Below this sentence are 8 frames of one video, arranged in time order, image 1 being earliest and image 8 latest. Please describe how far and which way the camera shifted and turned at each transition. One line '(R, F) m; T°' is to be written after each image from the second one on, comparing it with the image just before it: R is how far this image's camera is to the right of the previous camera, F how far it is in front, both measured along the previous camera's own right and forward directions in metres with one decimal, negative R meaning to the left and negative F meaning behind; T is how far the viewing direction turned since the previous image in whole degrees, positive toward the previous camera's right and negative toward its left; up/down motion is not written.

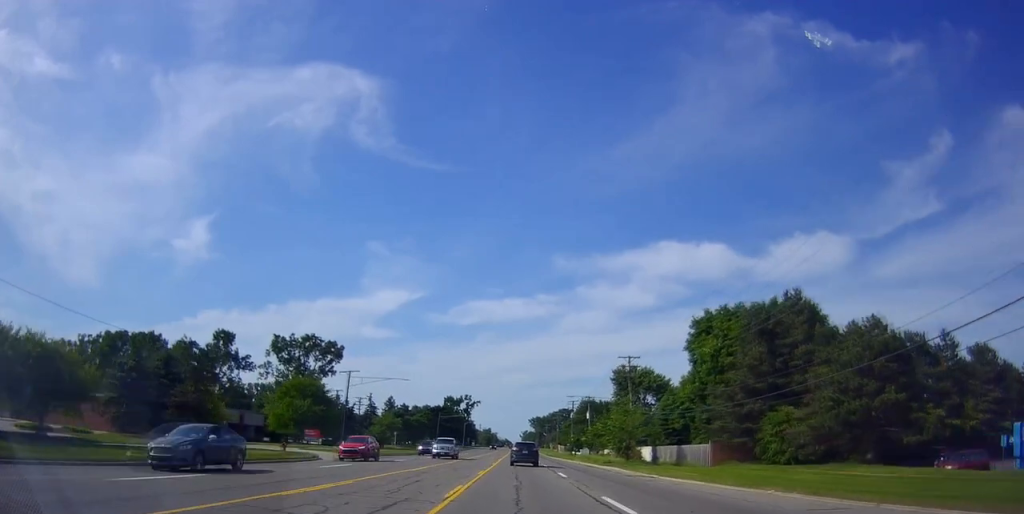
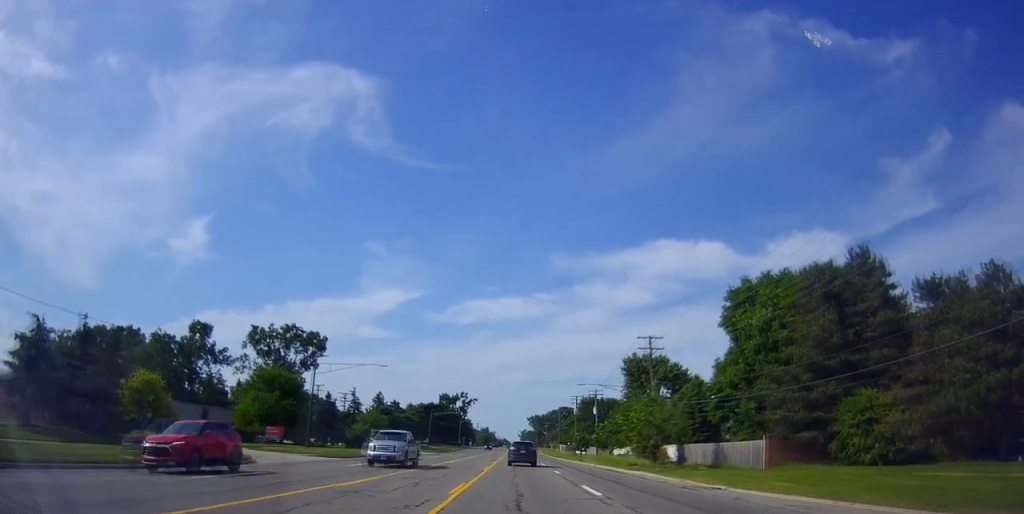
(+0.4, +11.0) m; 0°
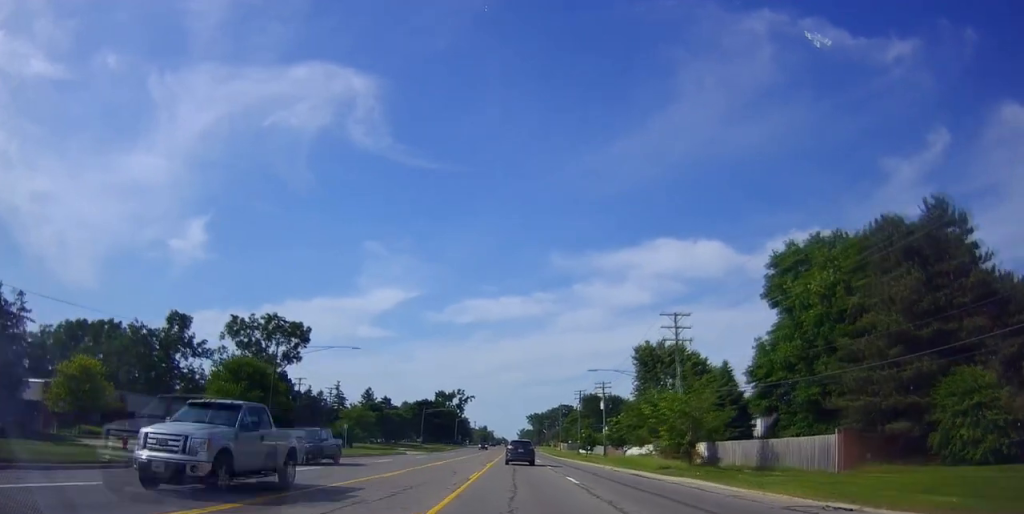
(+0.1, +9.2) m; 0°
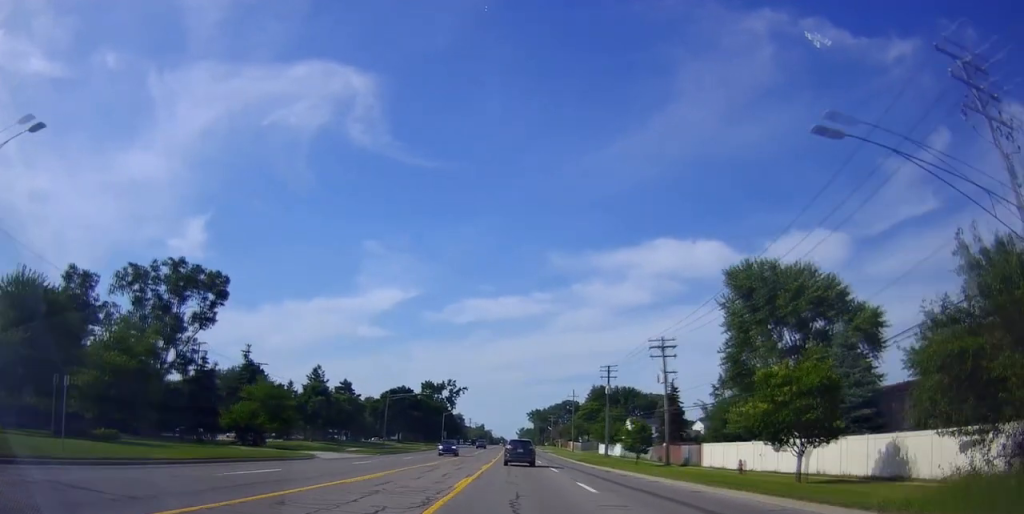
(-0.1, +35.5) m; +1°
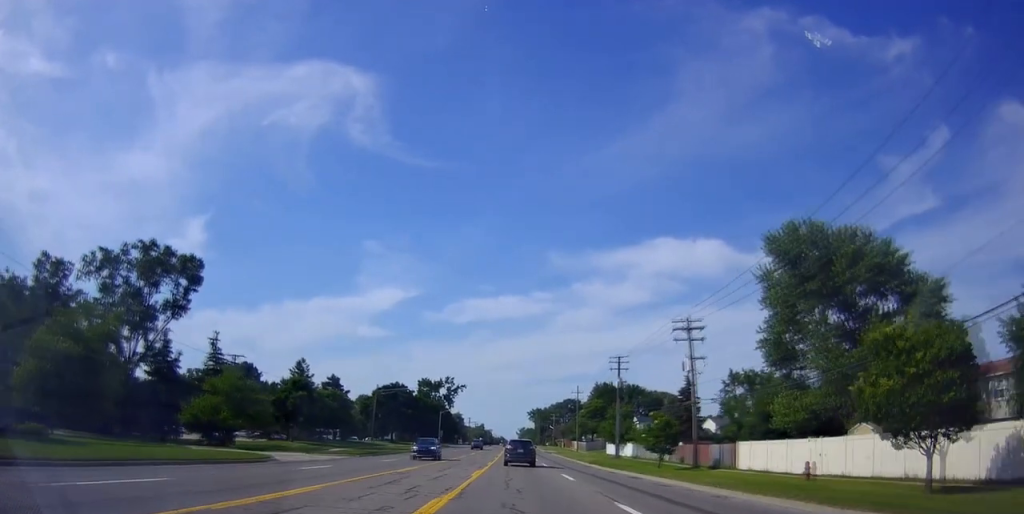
(0.0, +8.1) m; 0°
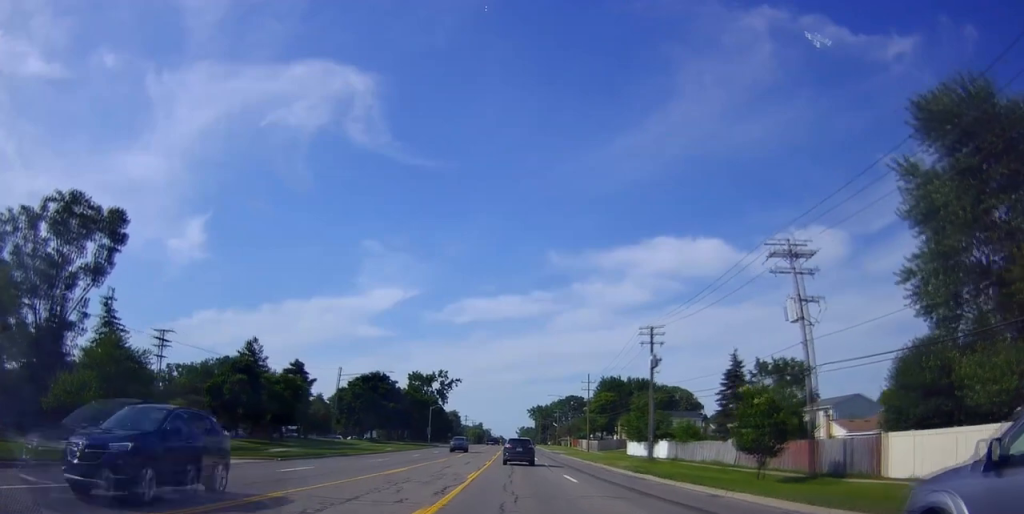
(+0.1, +18.5) m; -1°
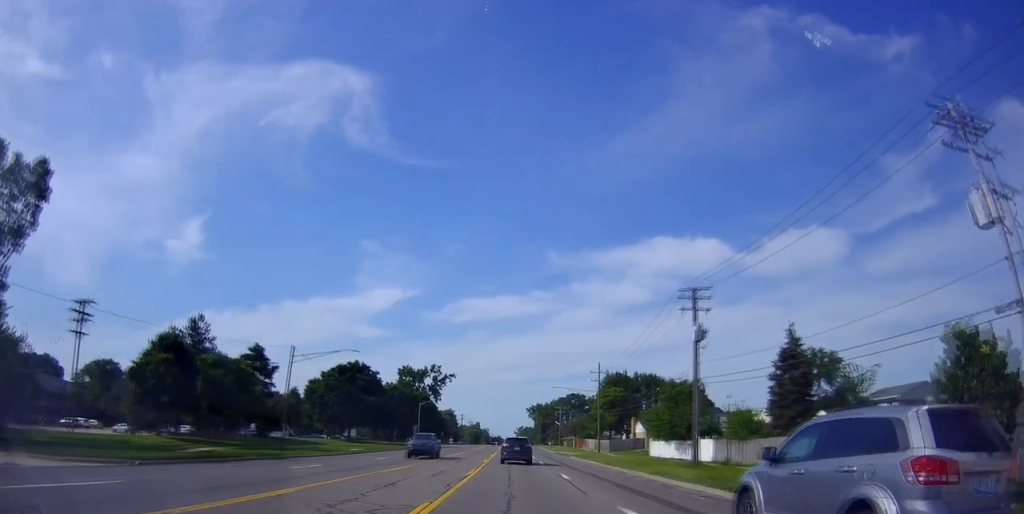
(-0.1, +14.5) m; -1°
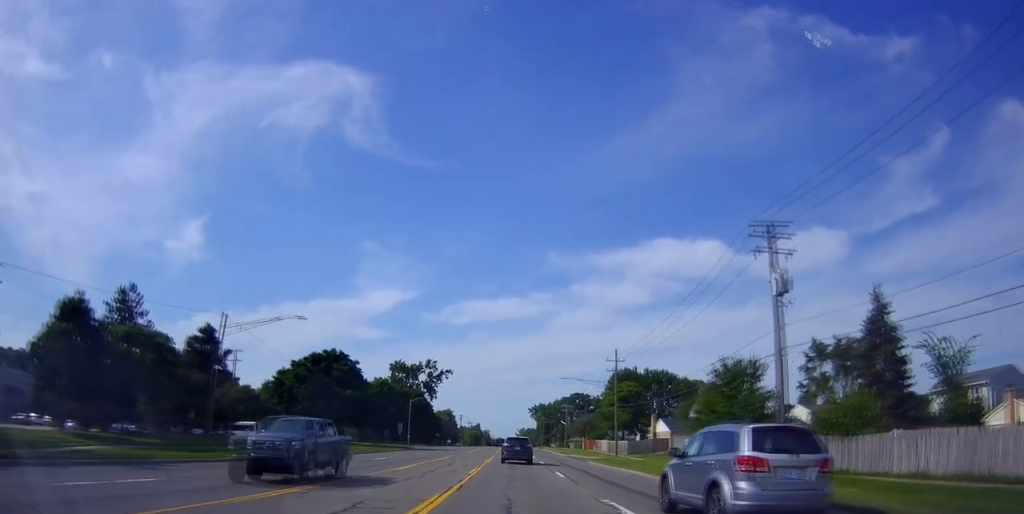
(-0.5, +13.7) m; 0°
